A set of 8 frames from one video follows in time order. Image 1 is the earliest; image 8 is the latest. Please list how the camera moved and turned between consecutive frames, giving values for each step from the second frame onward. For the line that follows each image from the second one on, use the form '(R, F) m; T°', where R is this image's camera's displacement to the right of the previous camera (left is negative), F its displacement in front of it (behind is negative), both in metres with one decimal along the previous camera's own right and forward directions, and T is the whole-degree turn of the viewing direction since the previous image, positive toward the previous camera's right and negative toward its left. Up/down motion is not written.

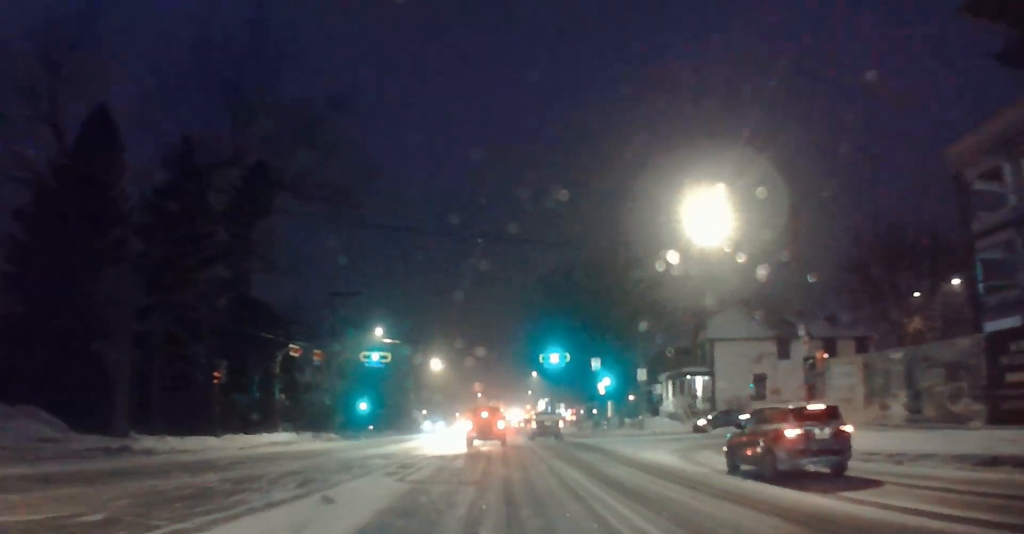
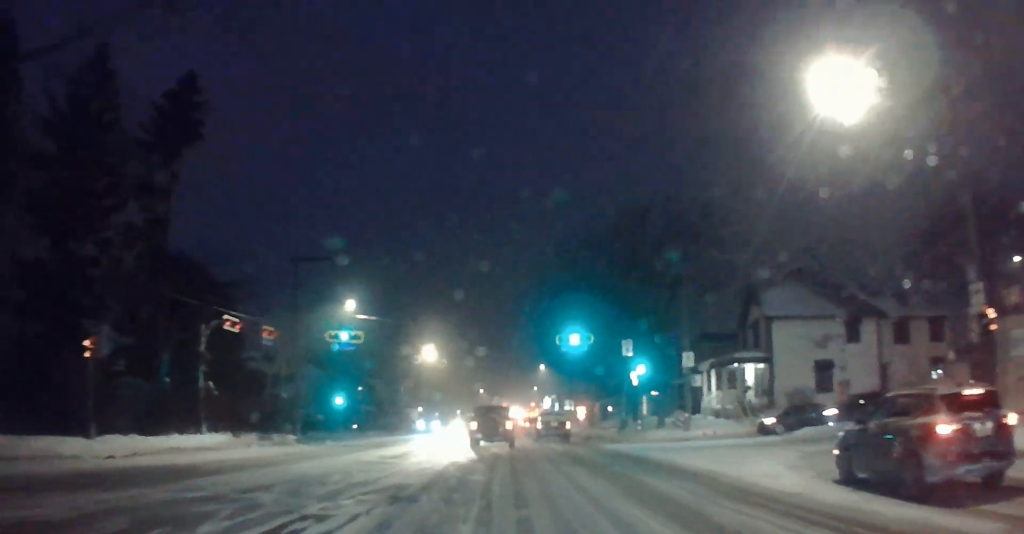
(+0.3, +11.3) m; +2°
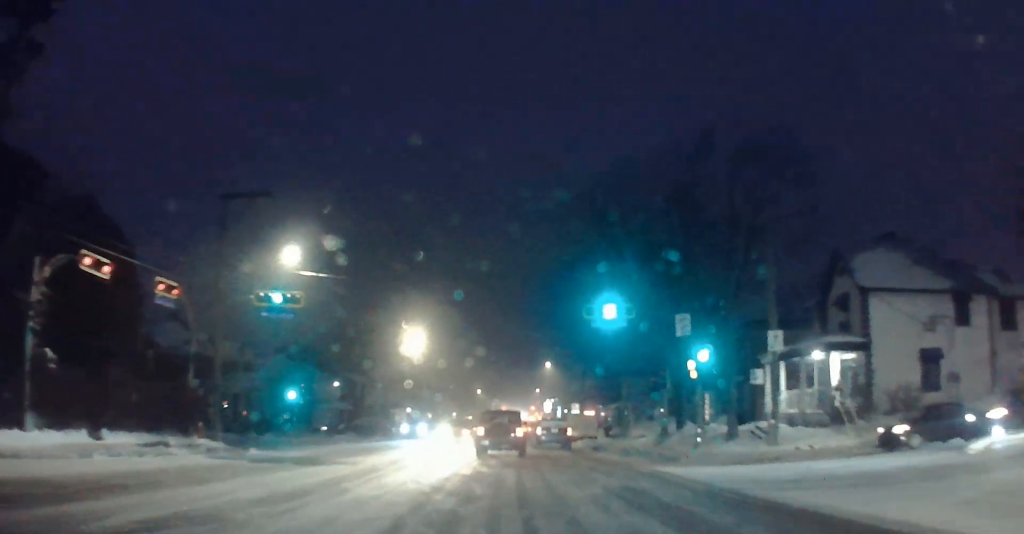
(0.0, +12.9) m; -1°
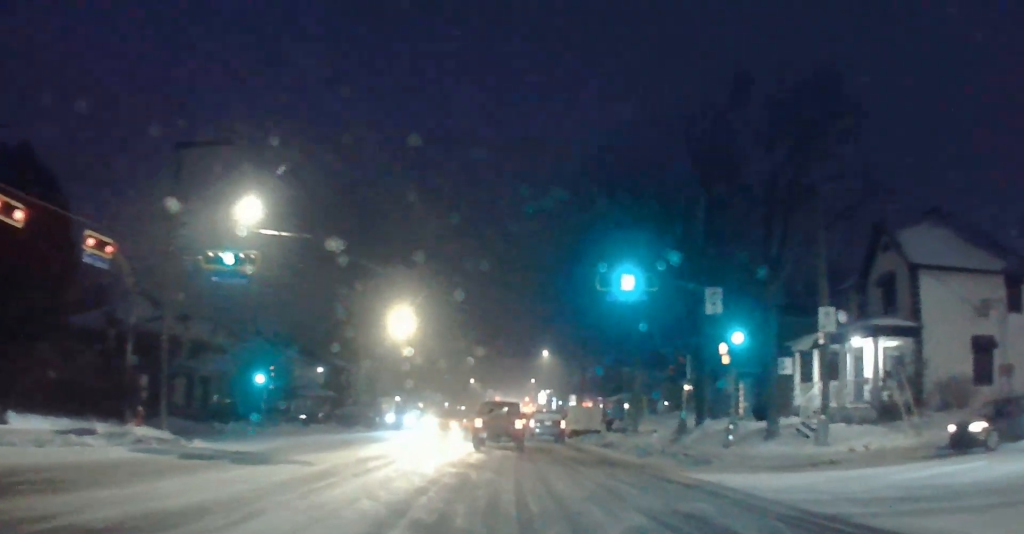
(+0.1, +5.1) m; -1°
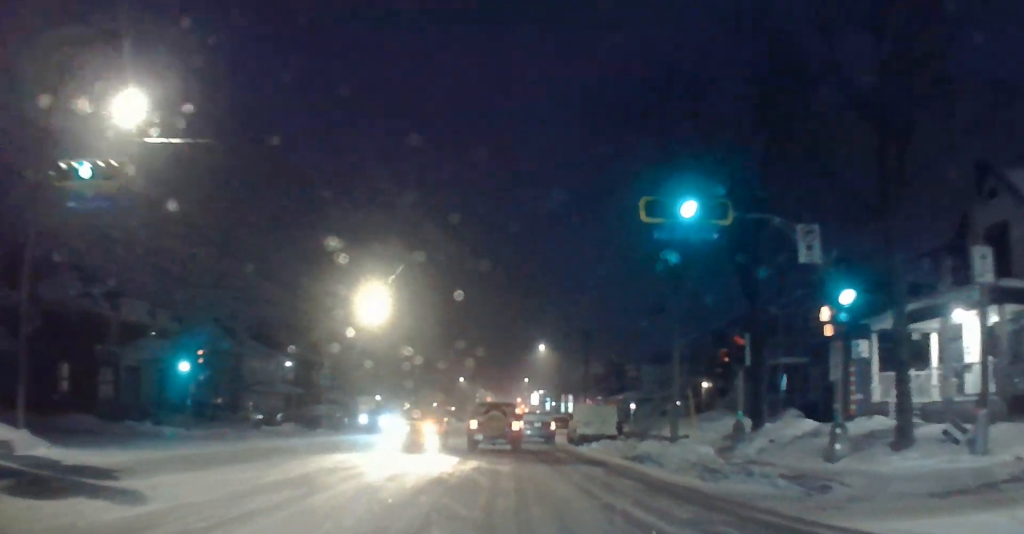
(-0.4, +8.4) m; 0°
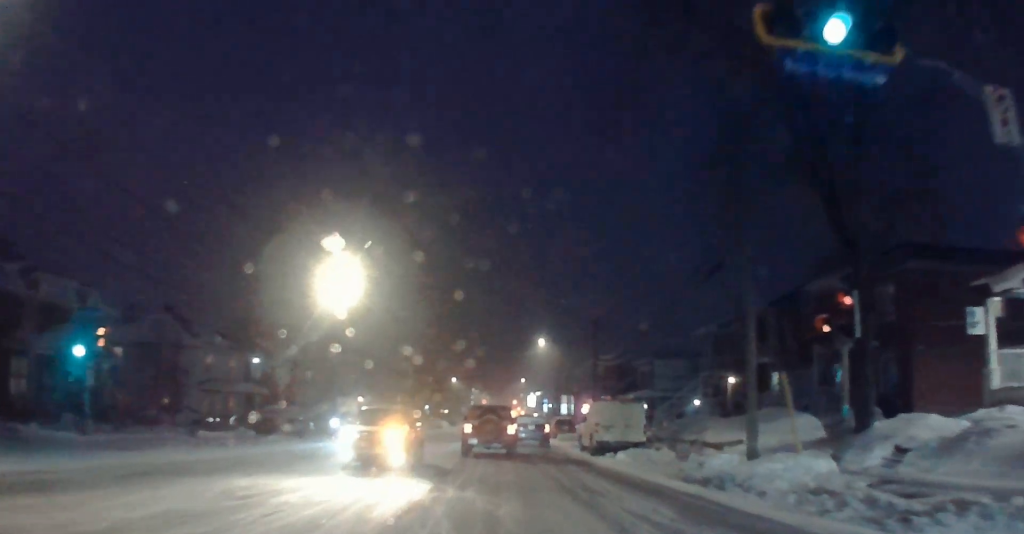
(+0.4, +8.0) m; +3°
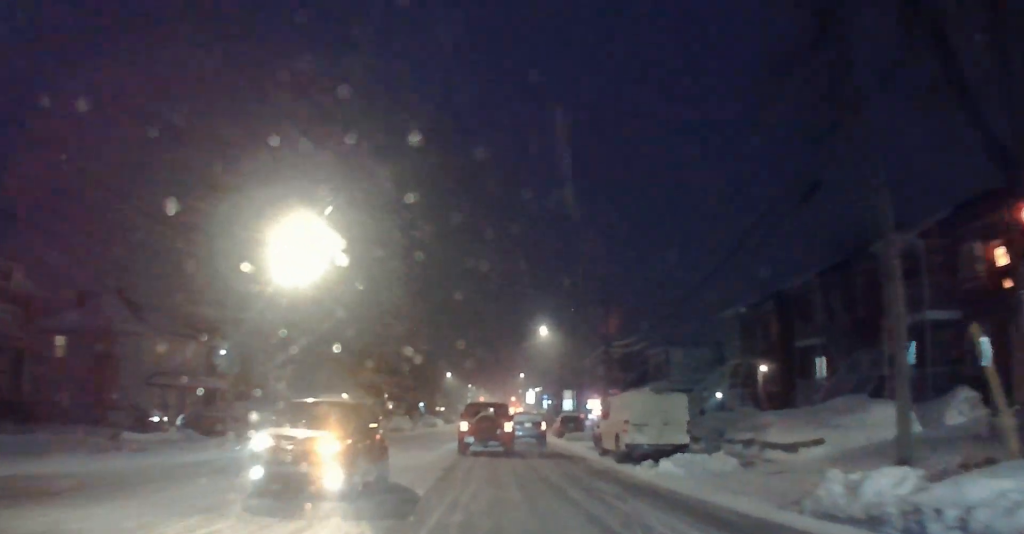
(+0.1, +6.4) m; -1°
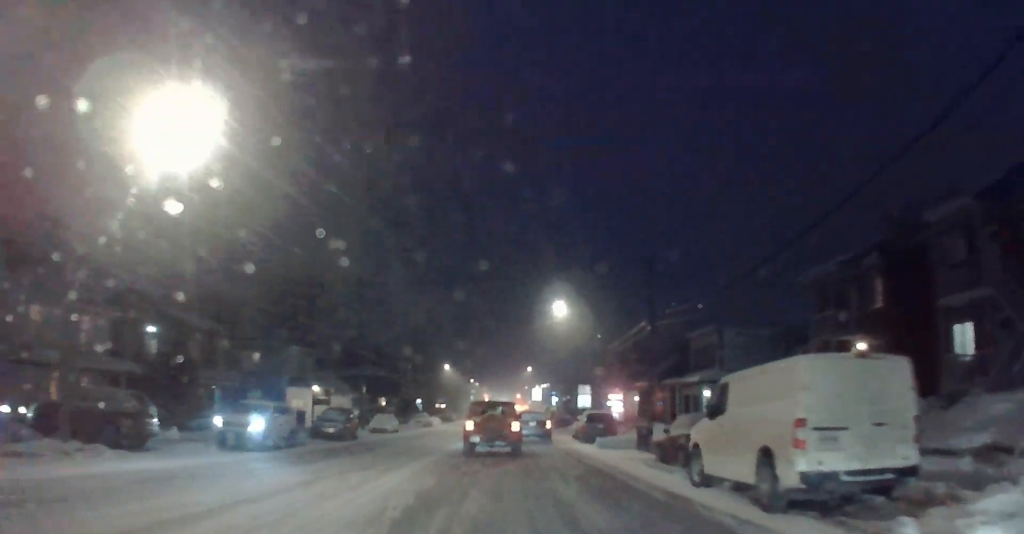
(-0.5, +11.6) m; -2°
